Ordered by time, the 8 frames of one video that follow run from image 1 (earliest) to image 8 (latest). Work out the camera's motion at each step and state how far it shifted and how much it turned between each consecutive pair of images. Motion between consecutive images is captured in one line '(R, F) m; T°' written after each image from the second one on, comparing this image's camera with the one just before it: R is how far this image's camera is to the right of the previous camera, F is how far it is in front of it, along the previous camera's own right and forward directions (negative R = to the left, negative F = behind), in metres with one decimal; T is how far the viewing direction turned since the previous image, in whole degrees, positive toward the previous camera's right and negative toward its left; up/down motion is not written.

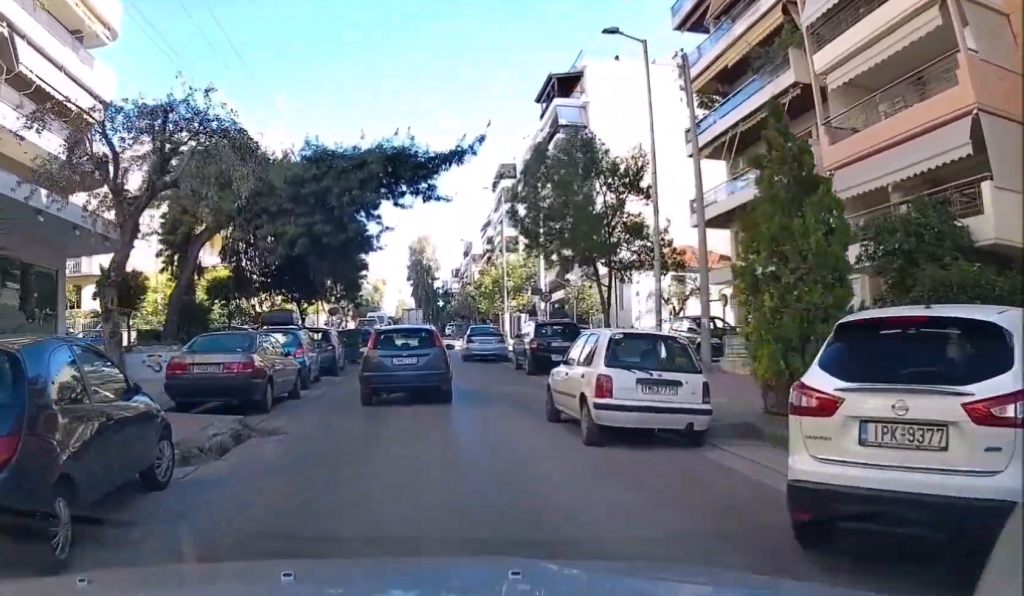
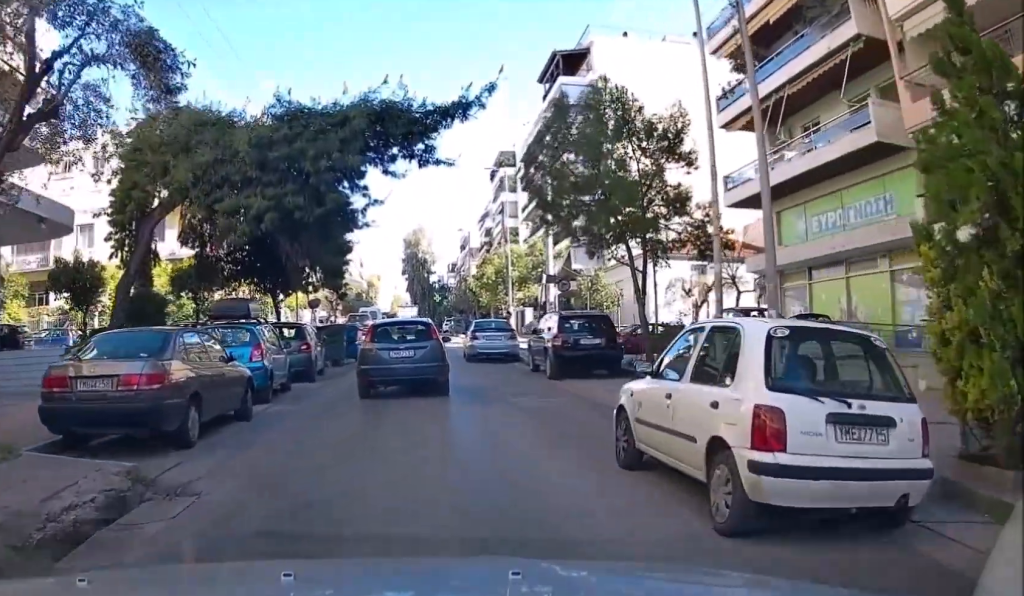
(0.0, +4.5) m; +2°
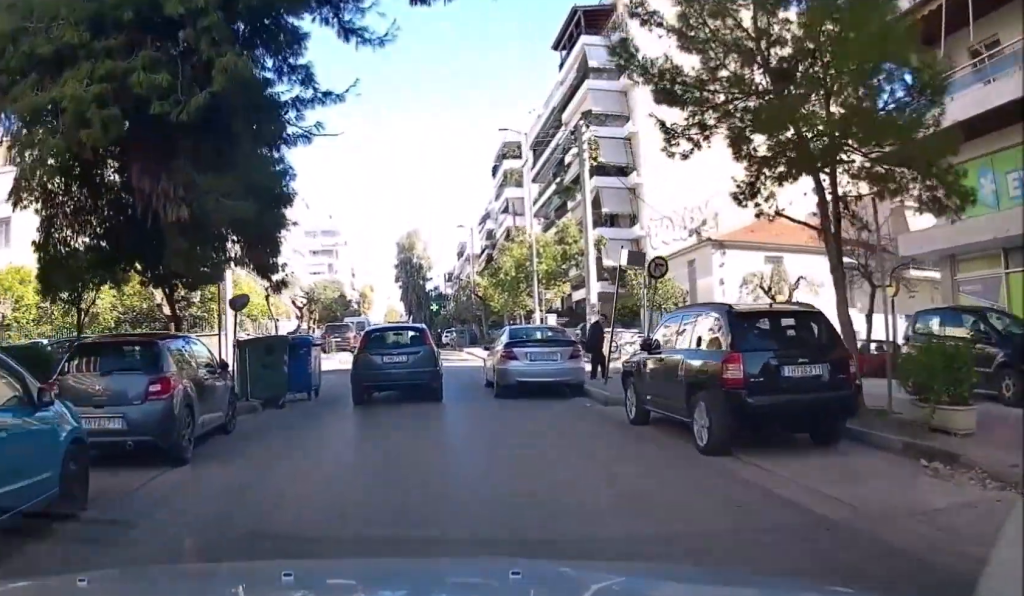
(+0.4, +10.7) m; +4°
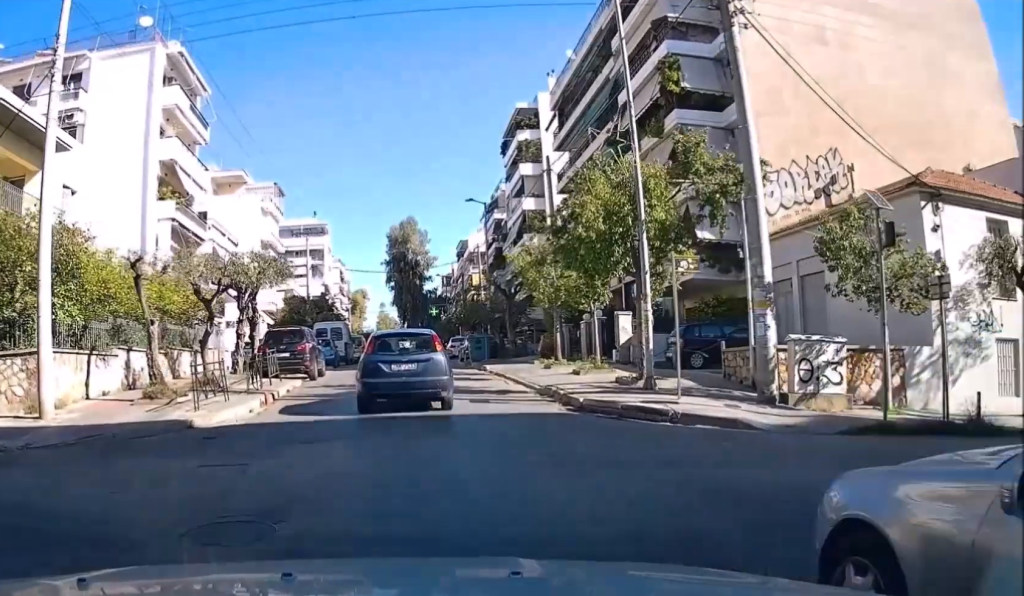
(+1.3, +16.1) m; +7°
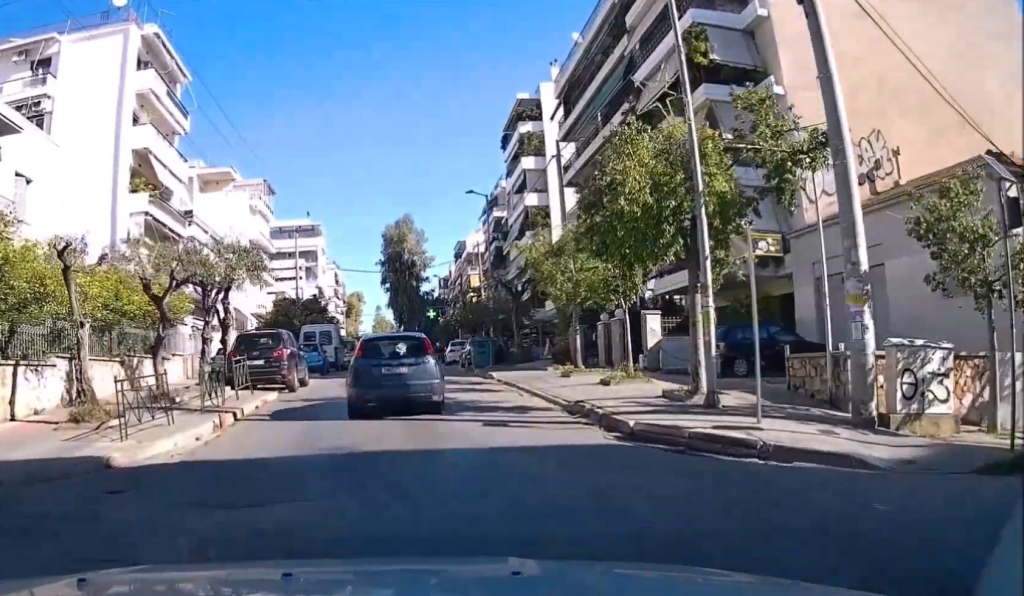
(+0.1, +3.7) m; -1°
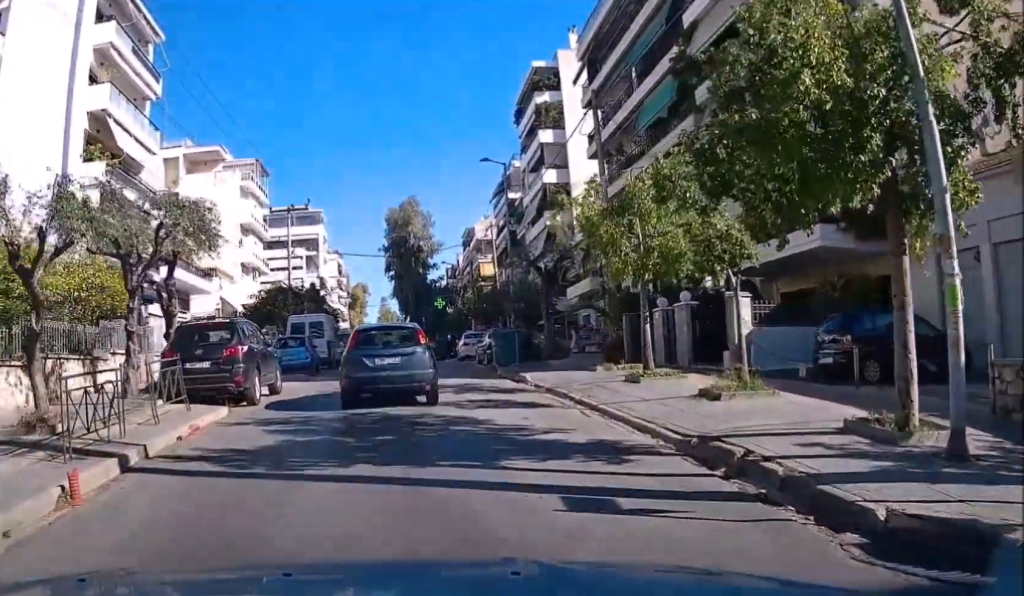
(-0.3, +6.3) m; -4°
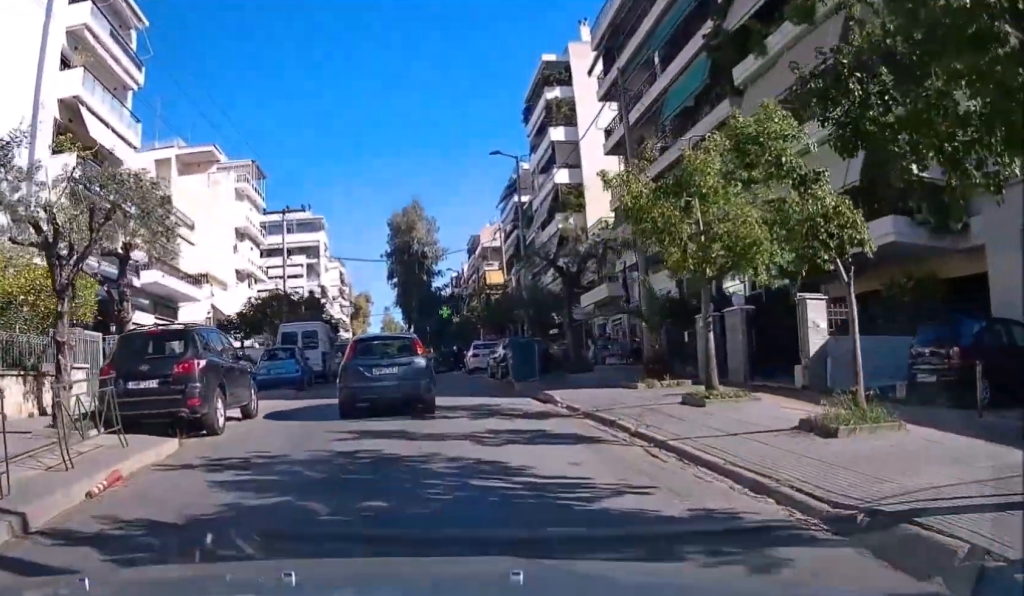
(-0.1, +3.5) m; -1°
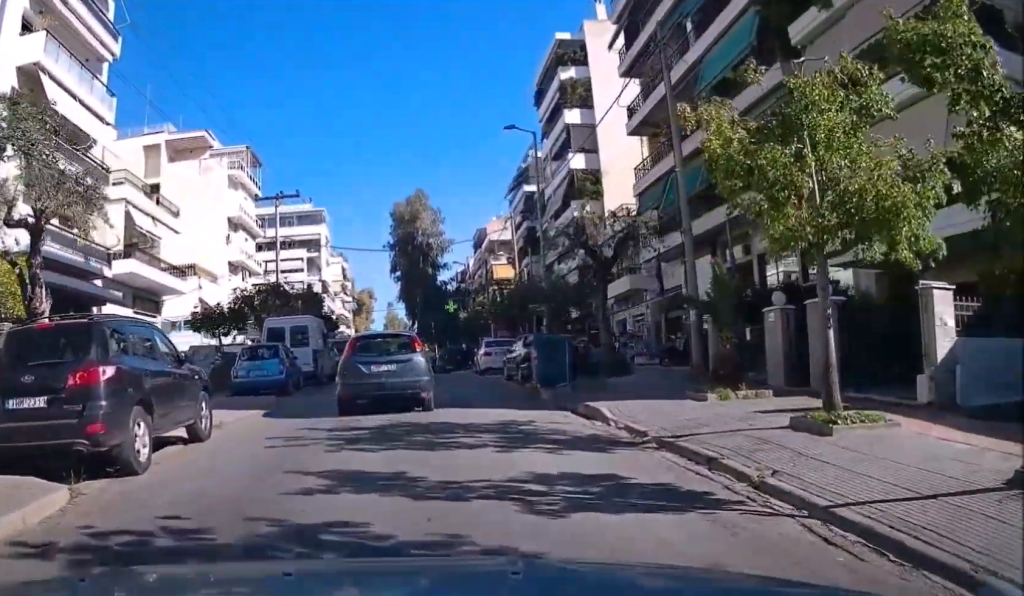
(-0.1, +4.1) m; -1°
